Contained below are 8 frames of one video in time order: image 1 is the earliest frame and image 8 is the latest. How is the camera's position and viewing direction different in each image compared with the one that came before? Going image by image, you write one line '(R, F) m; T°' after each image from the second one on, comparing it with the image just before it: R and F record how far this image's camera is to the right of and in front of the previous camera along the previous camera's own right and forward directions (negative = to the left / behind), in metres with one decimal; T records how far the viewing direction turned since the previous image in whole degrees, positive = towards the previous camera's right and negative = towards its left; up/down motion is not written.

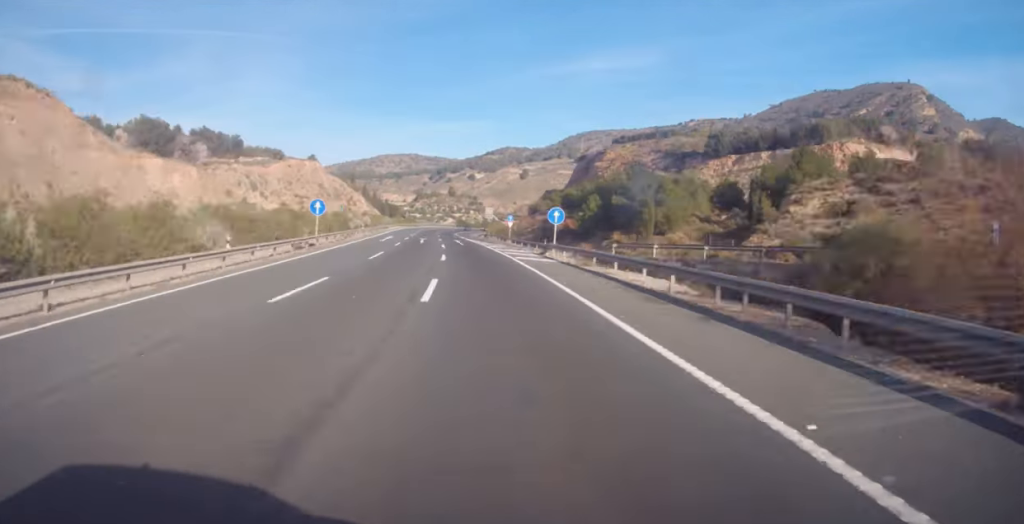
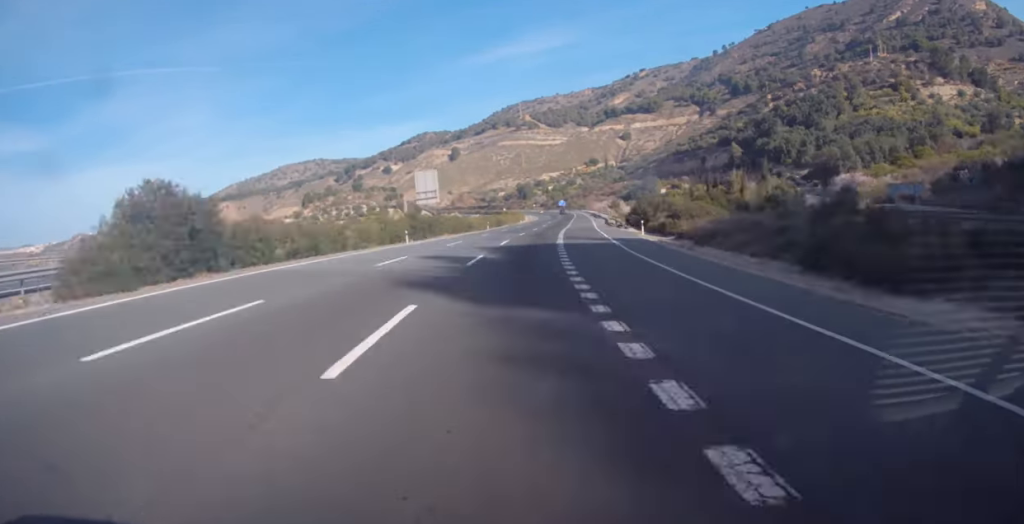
(+3.1, +265.6) m; +2°
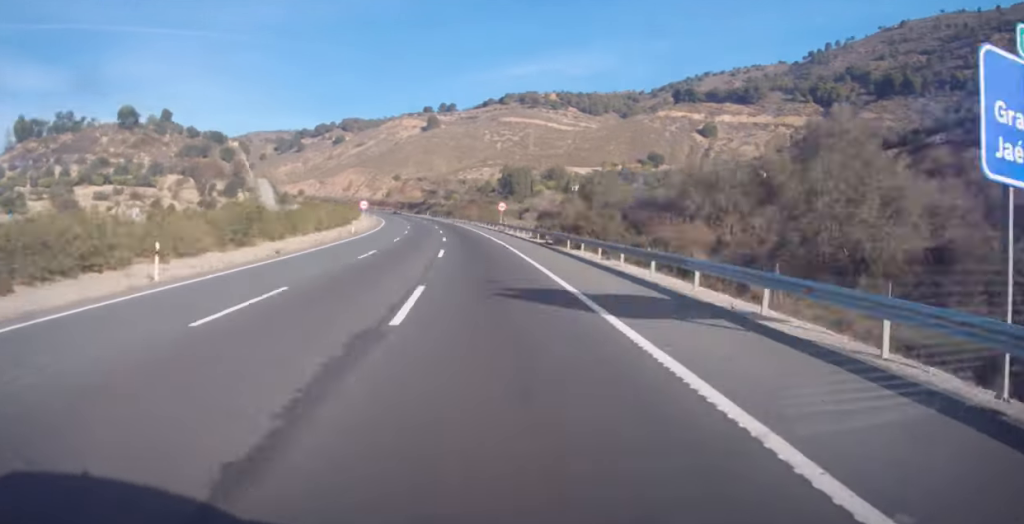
(-7.1, +276.2) m; -11°
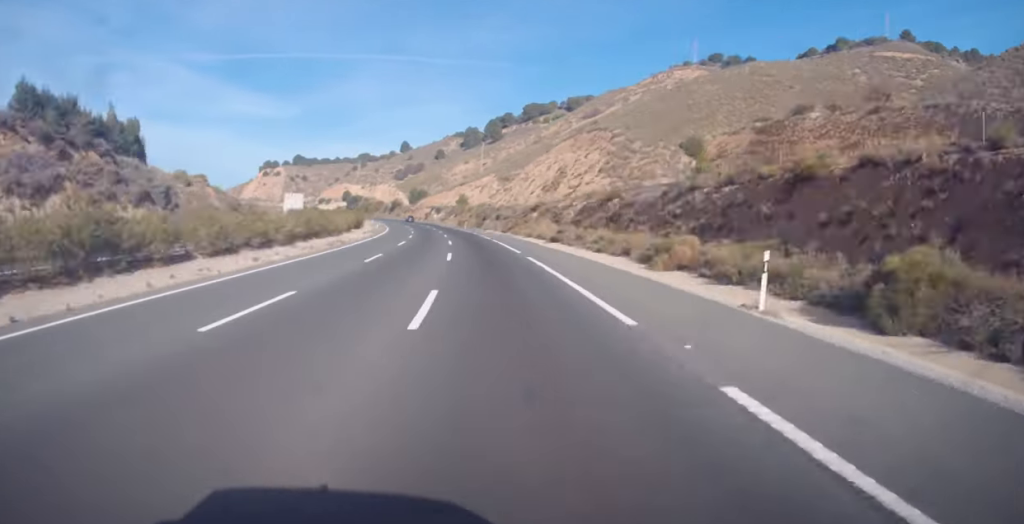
(-41.2, +251.5) m; -19°
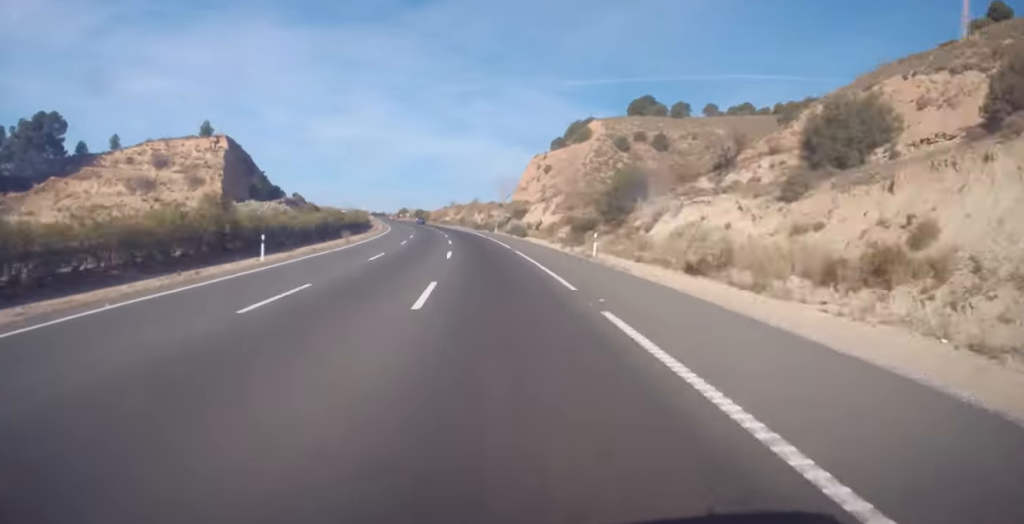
(-95.8, +371.9) m; -25°
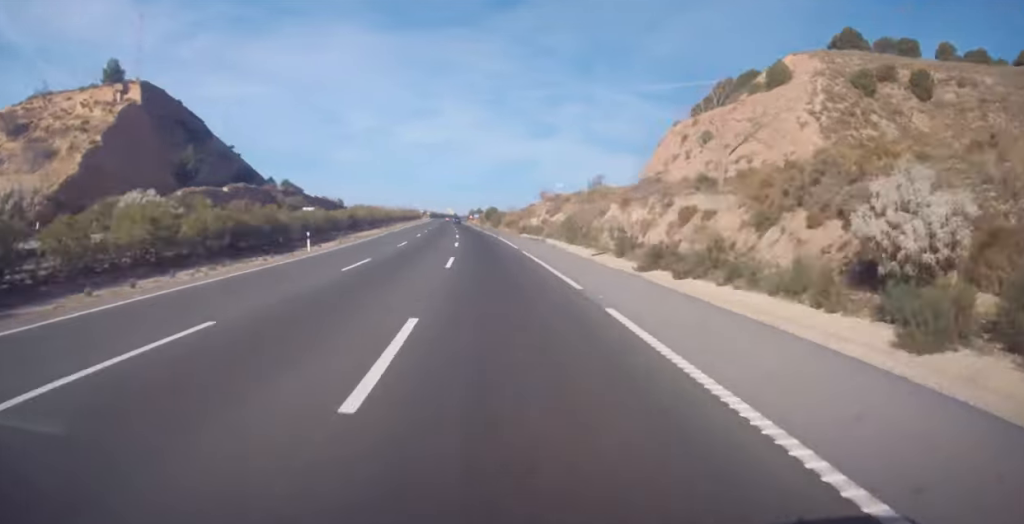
(-9.2, +96.5) m; -3°
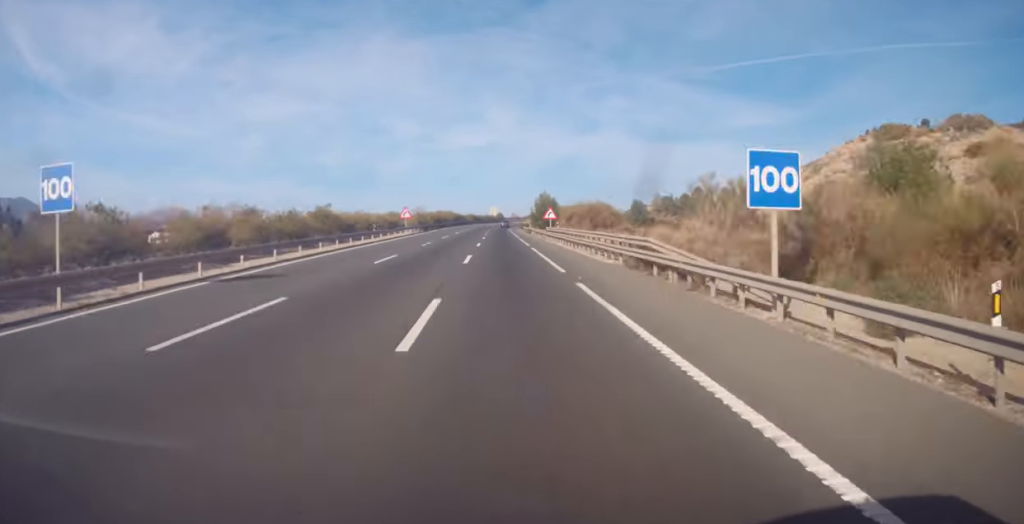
(-5.0, +181.8) m; +4°
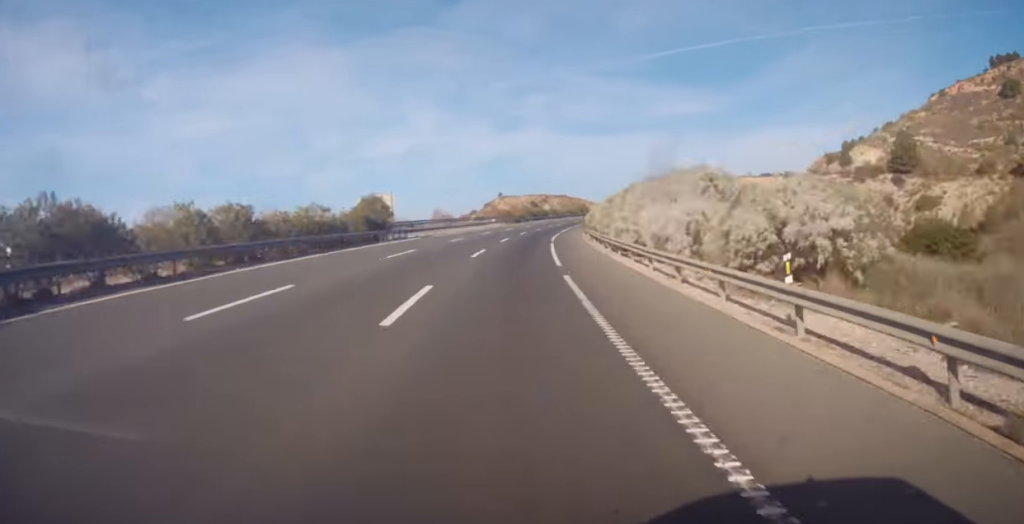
(+9.6, +182.0) m; +12°
